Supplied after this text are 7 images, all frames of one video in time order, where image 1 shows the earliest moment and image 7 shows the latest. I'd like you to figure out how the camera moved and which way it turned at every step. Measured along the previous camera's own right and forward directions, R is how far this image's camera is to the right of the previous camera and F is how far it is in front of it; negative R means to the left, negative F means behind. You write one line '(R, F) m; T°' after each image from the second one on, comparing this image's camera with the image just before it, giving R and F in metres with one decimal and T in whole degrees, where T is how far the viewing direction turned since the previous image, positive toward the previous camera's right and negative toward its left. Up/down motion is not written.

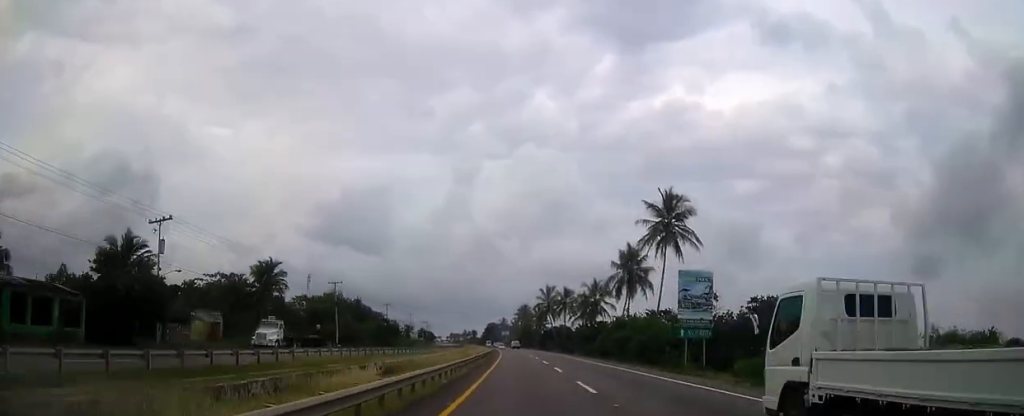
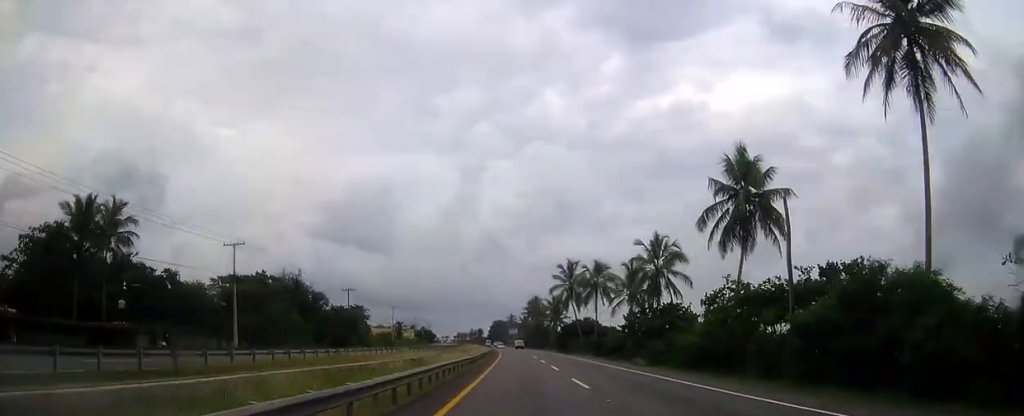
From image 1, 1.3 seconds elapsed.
(-0.5, +39.1) m; -1°
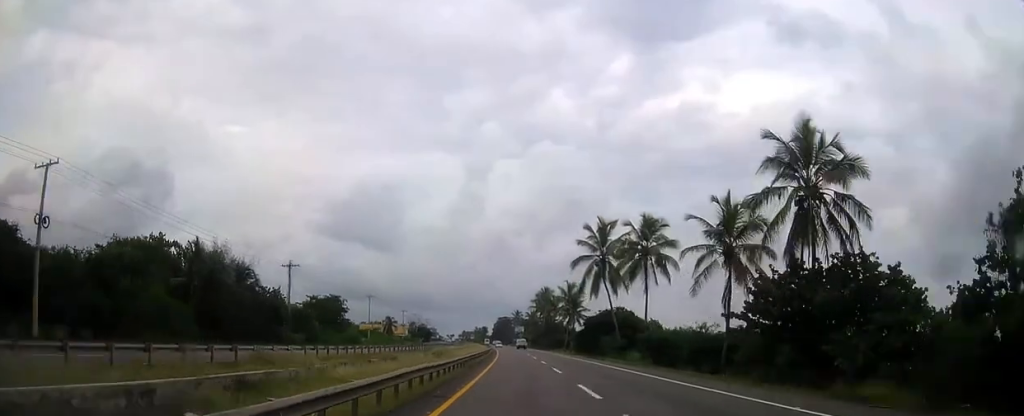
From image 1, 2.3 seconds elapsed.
(+0.1, +30.1) m; -1°
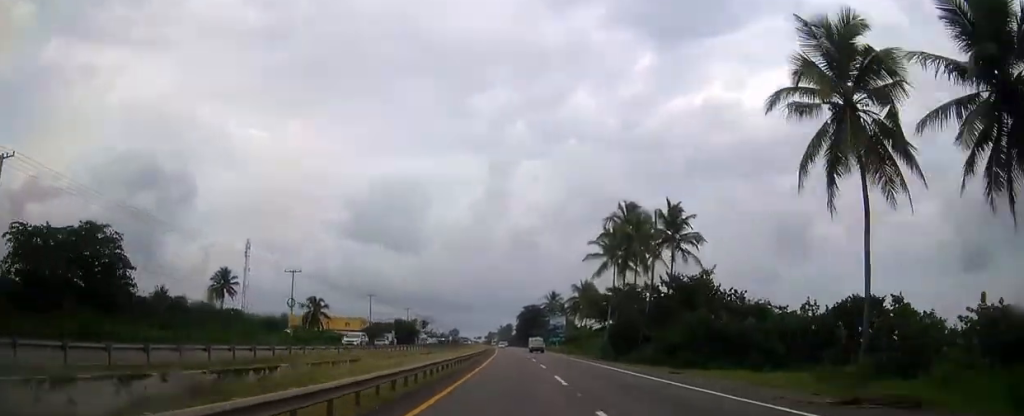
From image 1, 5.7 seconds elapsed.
(-2.9, +101.1) m; -3°
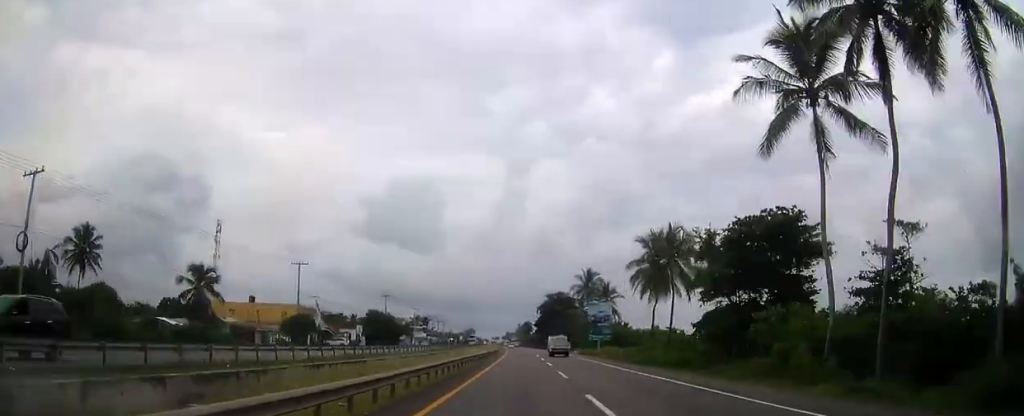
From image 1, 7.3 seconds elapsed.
(-0.4, +48.0) m; -1°
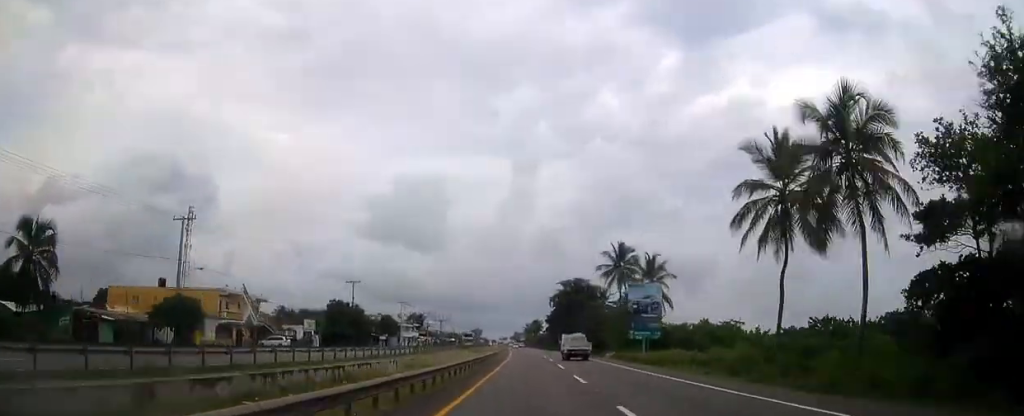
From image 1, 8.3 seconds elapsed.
(-0.5, +29.6) m; -1°
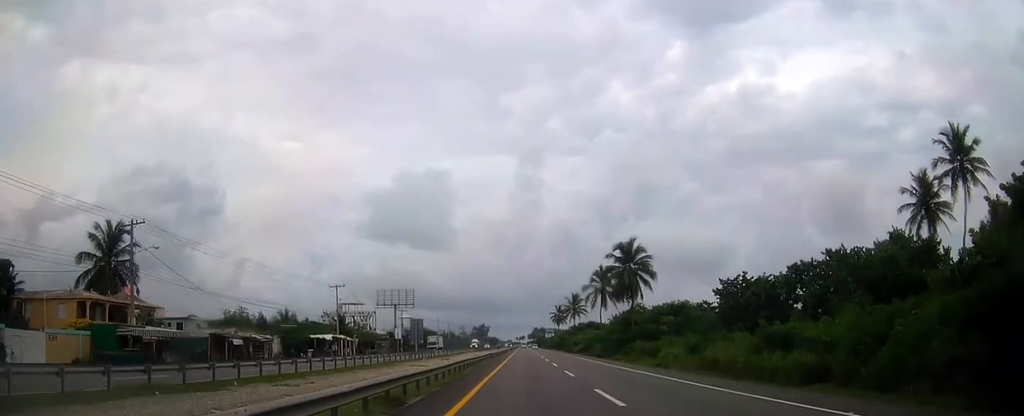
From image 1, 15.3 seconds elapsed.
(-6.0, +206.9) m; -2°
